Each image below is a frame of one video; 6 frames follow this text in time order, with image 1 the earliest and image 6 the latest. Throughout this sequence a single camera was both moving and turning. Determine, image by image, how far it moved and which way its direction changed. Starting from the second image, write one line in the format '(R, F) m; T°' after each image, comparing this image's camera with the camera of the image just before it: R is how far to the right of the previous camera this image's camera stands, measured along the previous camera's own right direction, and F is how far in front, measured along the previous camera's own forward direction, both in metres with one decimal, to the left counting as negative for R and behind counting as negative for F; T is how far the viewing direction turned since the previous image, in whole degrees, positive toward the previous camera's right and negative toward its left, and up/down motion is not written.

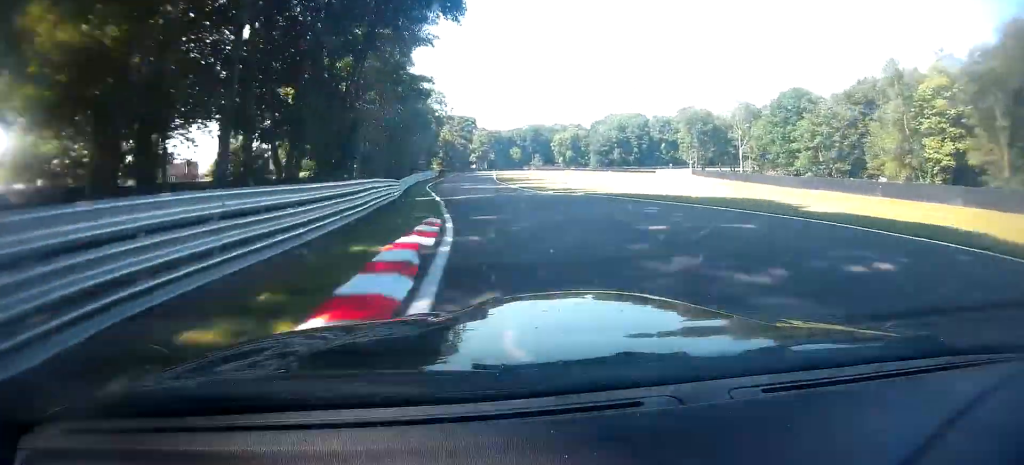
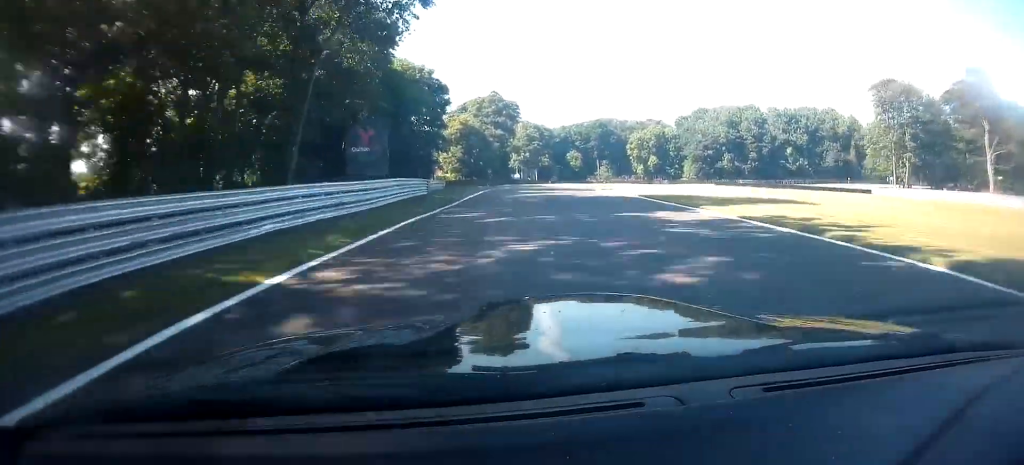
(-9.2, +85.4) m; -8°
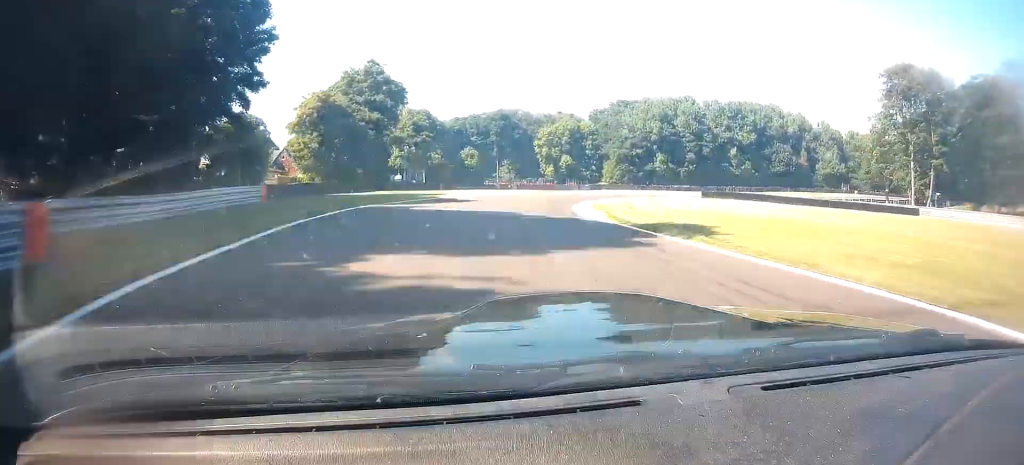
(0.0, +35.9) m; +1°
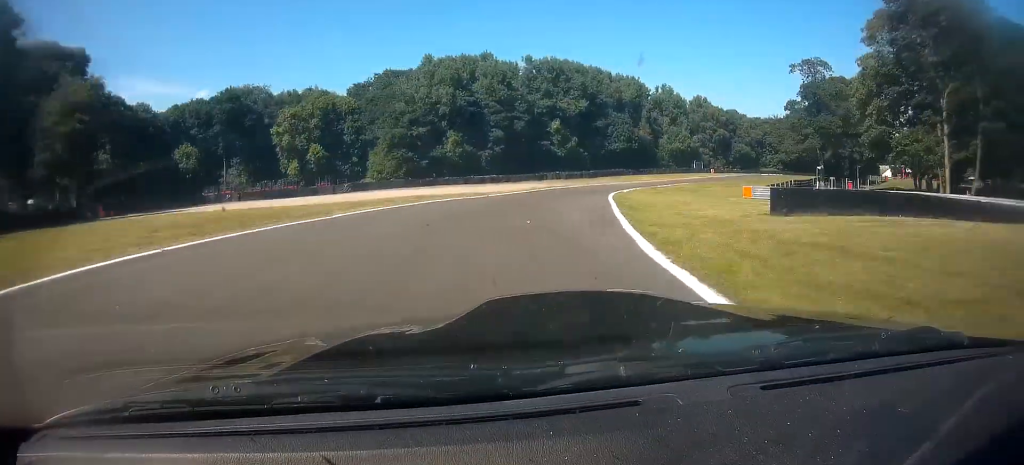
(+0.7, +49.9) m; +2°
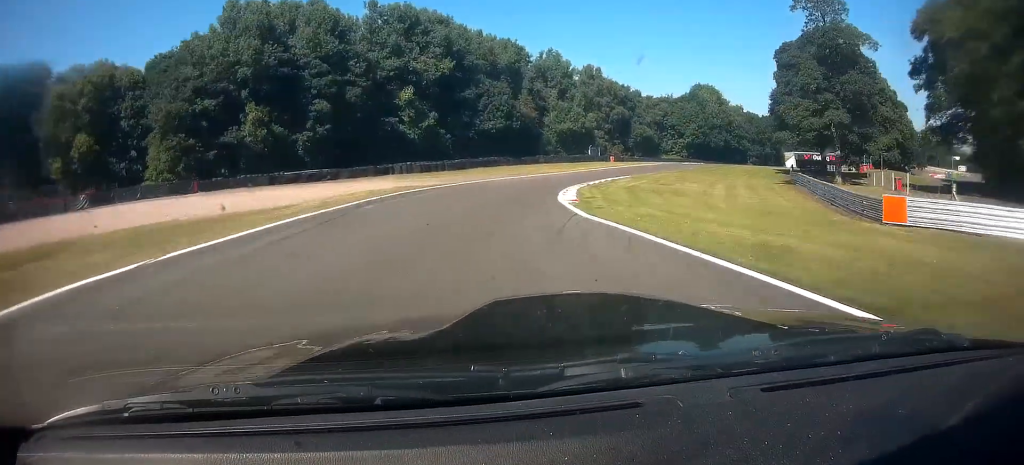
(+0.5, +34.0) m; +1°
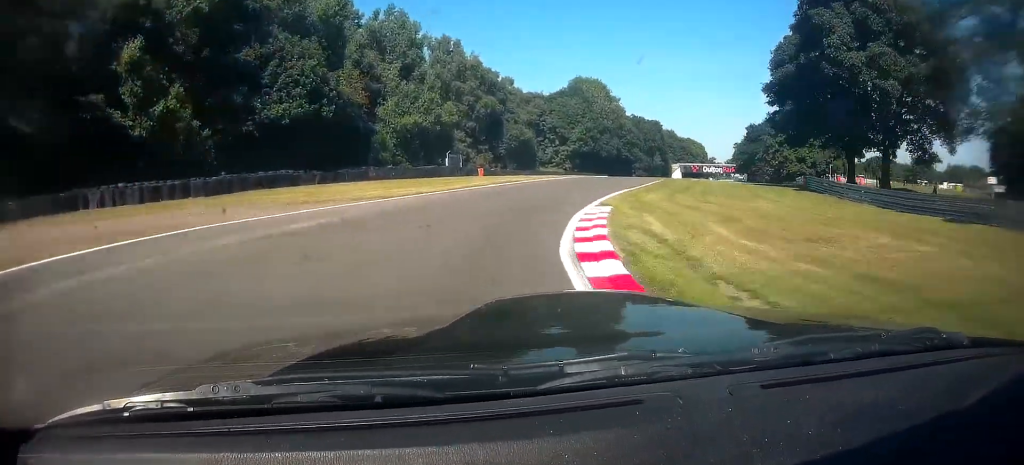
(+0.2, +33.8) m; +1°
